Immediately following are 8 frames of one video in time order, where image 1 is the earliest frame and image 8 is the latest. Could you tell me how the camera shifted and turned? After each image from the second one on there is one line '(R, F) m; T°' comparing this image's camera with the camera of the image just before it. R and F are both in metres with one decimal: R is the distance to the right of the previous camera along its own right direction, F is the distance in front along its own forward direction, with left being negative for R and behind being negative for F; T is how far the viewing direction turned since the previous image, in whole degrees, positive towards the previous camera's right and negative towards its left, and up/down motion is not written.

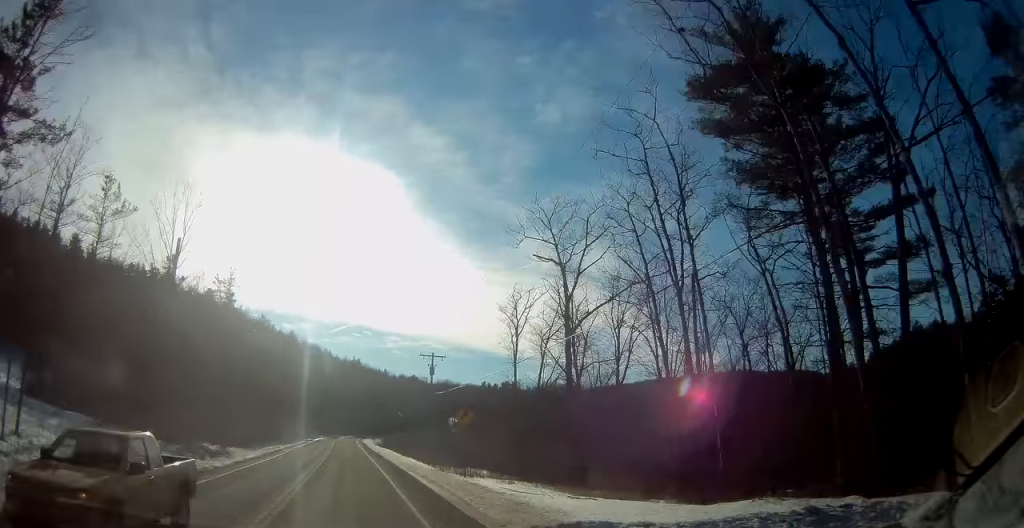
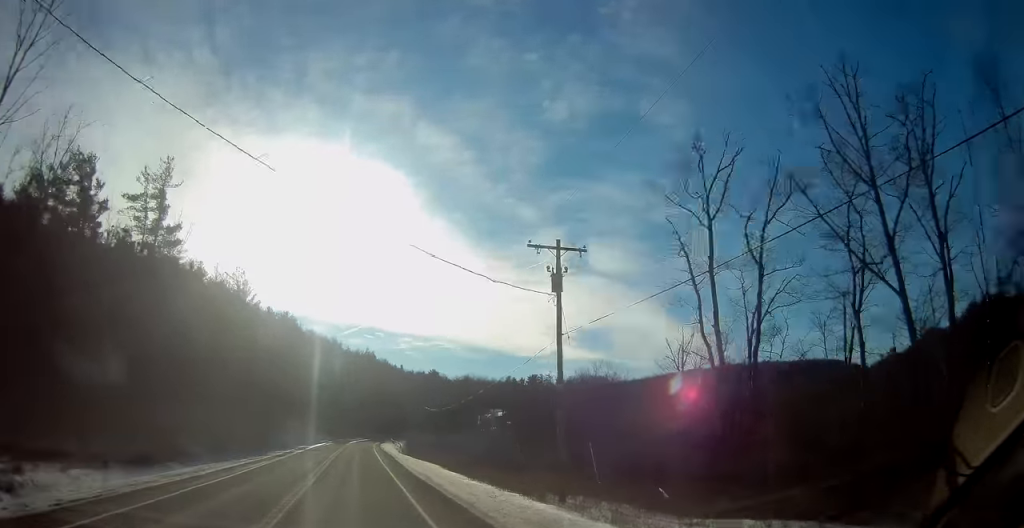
(-0.4, +32.0) m; -1°
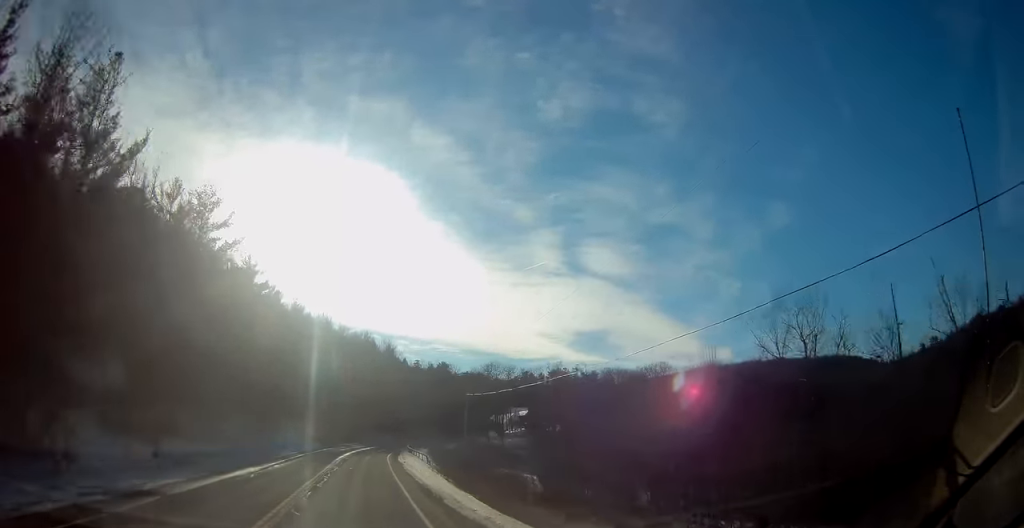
(-0.1, +43.0) m; 0°
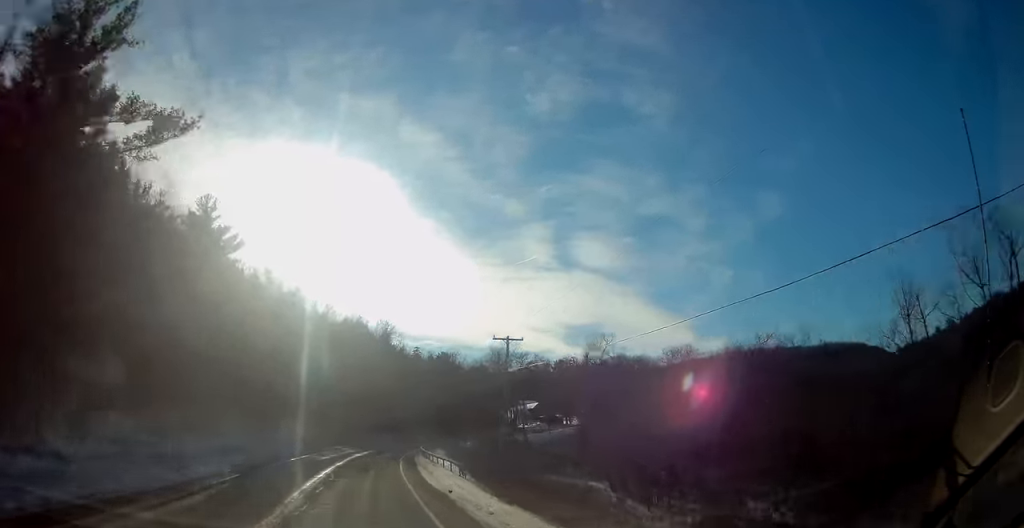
(+0.2, +21.9) m; +2°
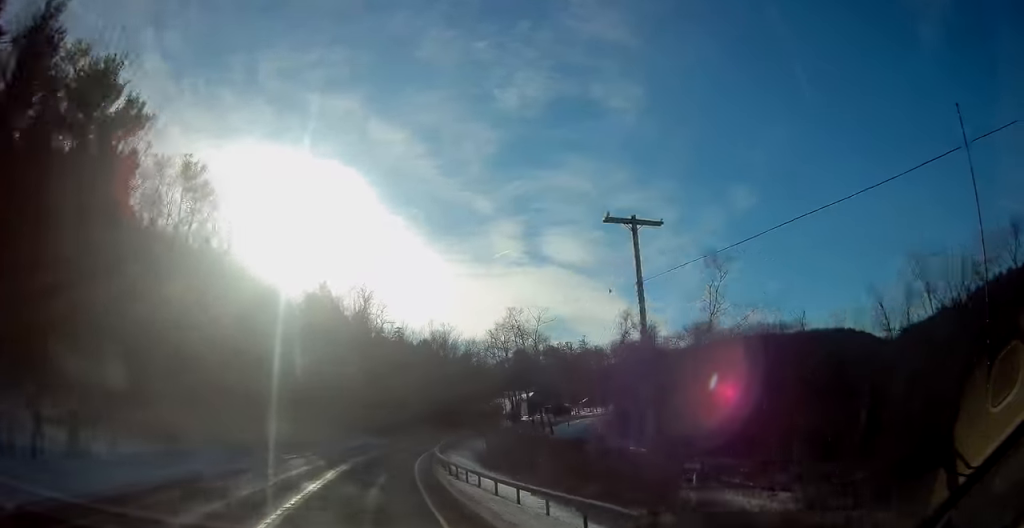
(+0.8, +26.2) m; +4°
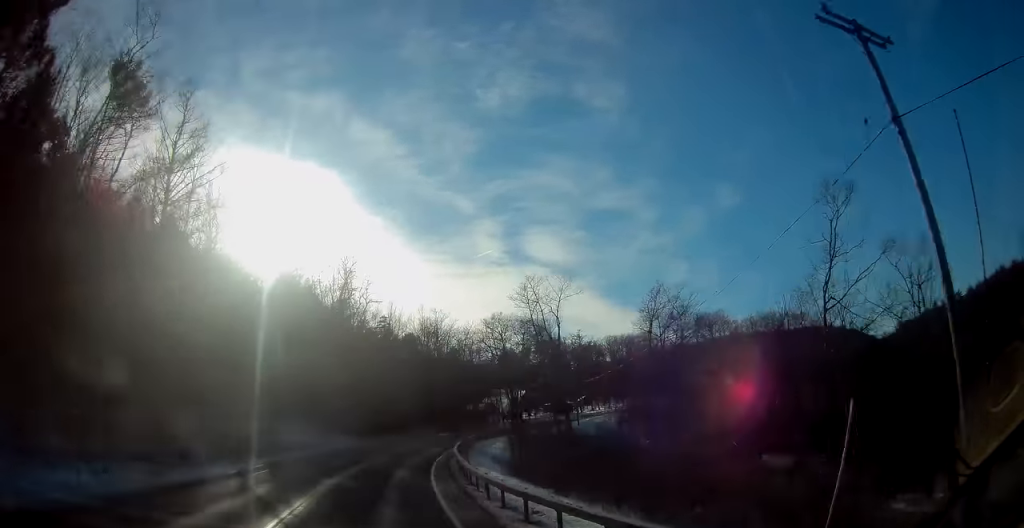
(+0.3, +13.7) m; +3°
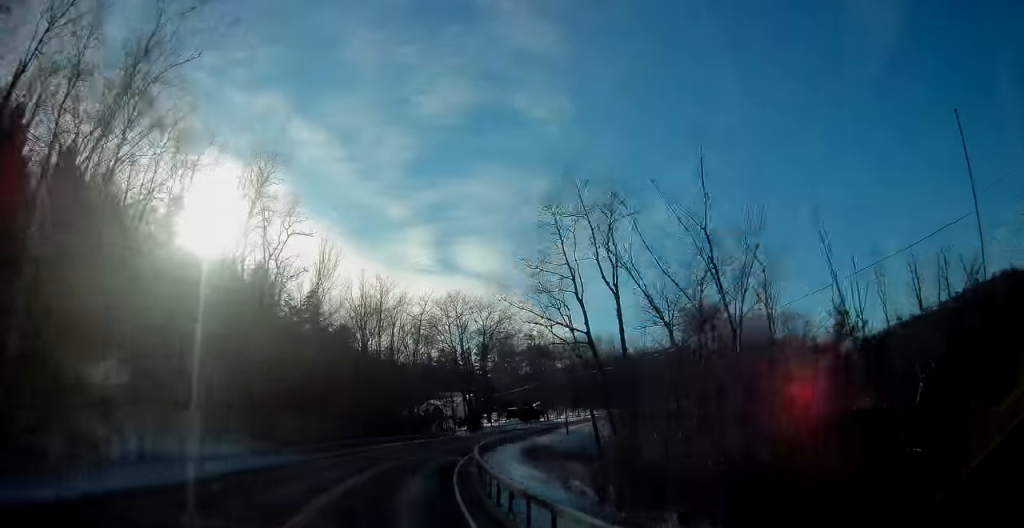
(+1.2, +24.6) m; +8°
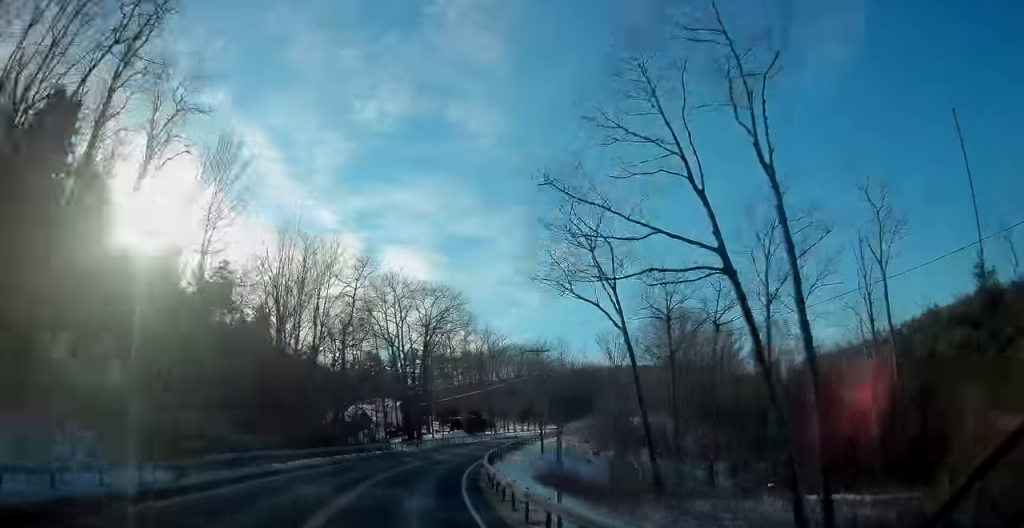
(+0.8, +18.0) m; +8°
